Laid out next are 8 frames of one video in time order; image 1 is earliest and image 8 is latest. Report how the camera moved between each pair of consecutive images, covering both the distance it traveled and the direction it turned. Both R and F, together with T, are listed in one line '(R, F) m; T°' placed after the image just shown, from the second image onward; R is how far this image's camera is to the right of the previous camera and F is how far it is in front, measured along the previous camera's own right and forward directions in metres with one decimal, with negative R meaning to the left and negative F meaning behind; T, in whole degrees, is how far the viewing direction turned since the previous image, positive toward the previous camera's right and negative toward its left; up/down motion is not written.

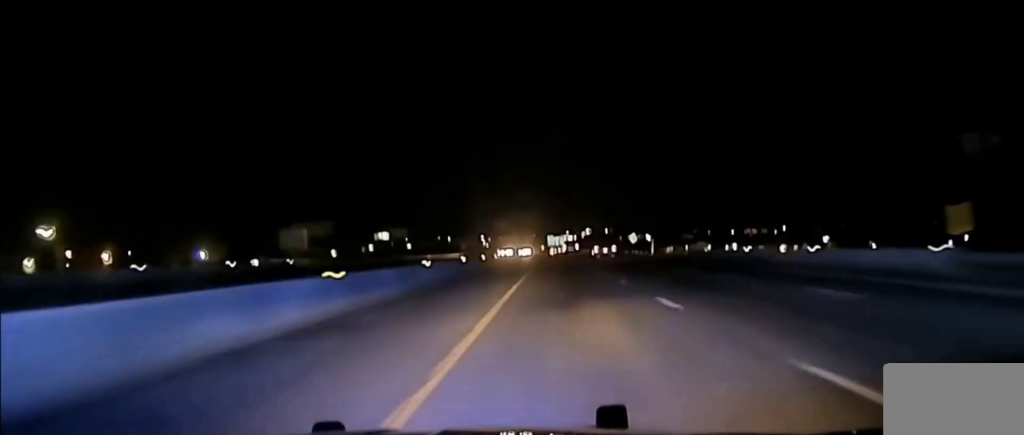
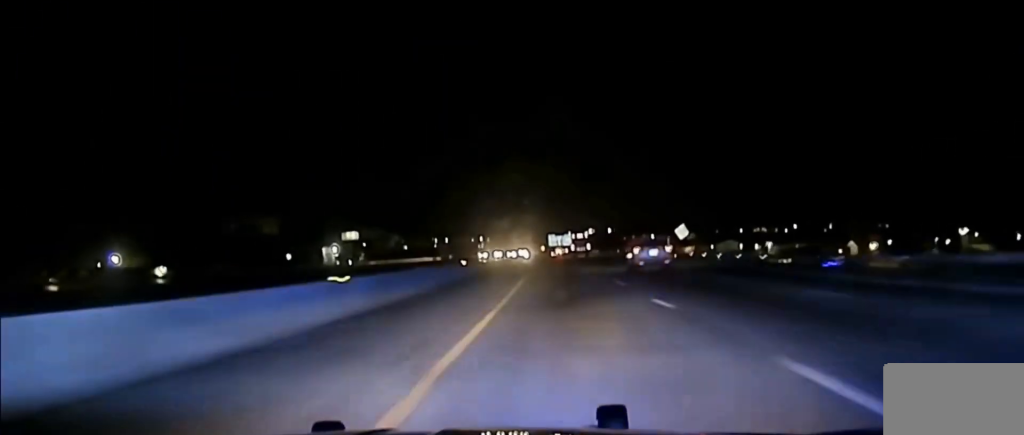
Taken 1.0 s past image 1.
(+0.1, +55.6) m; 0°
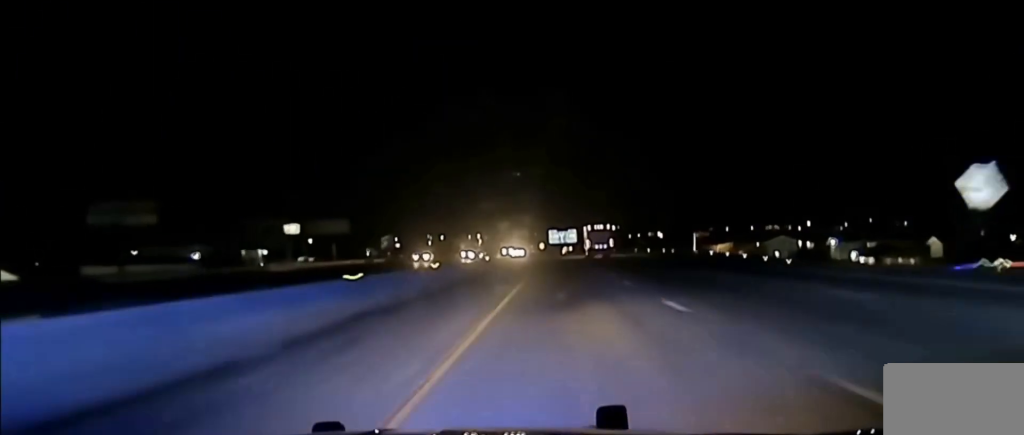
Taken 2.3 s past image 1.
(-0.3, +66.9) m; 0°
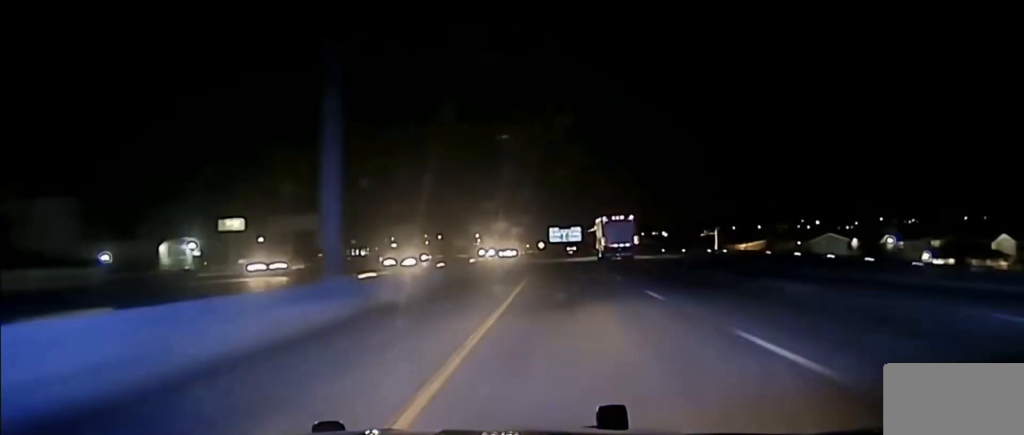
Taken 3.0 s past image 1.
(0.0, +41.6) m; 0°
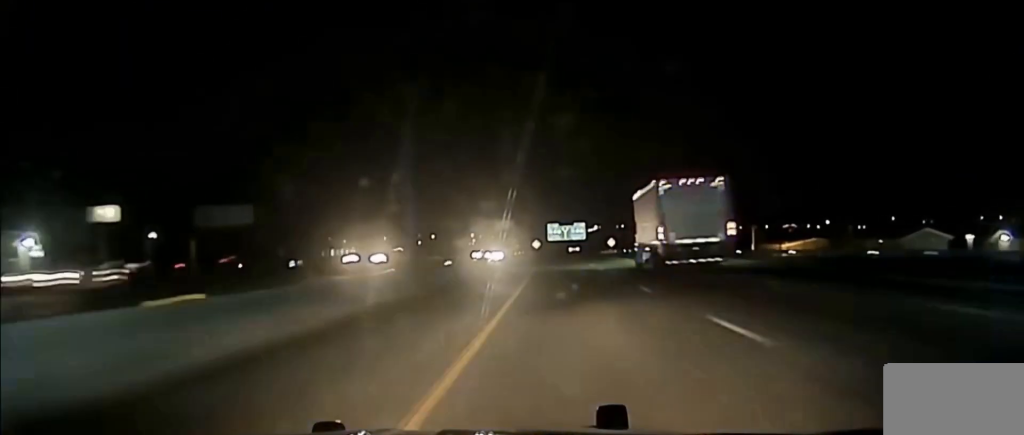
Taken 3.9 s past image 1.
(0.0, +54.6) m; 0°
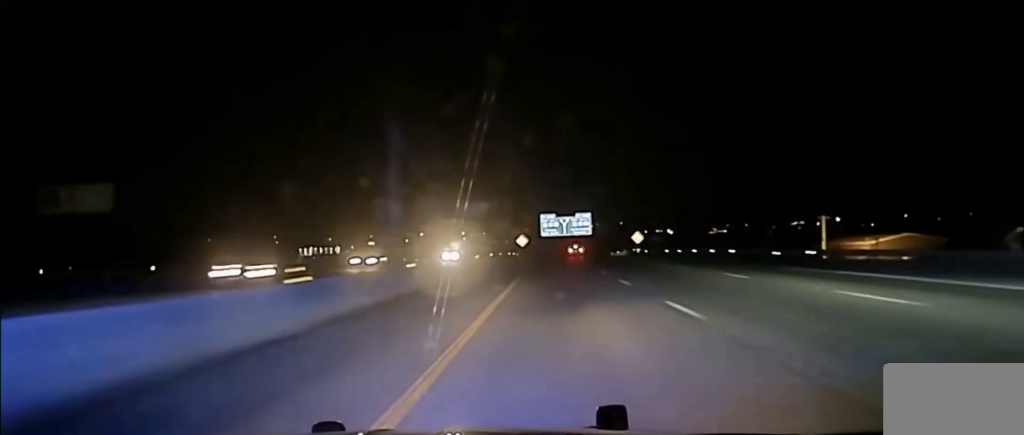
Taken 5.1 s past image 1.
(+0.1, +72.2) m; 0°
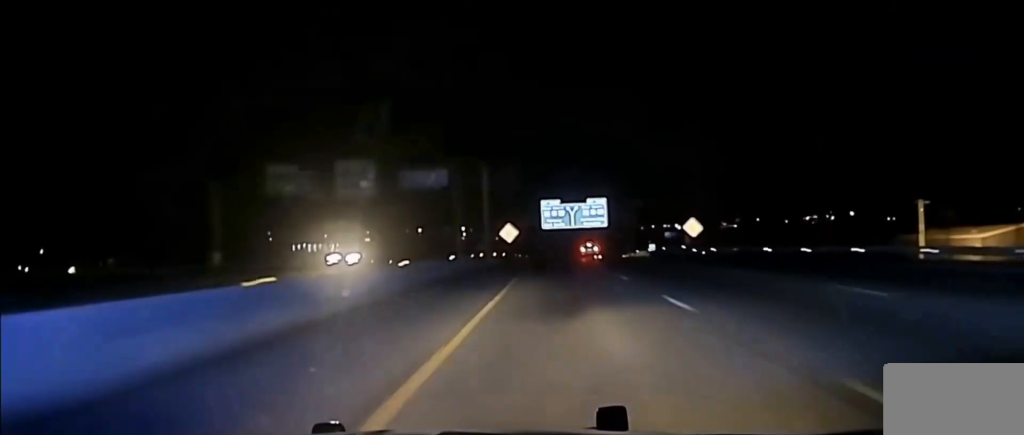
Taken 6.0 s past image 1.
(+0.1, +52.4) m; 0°
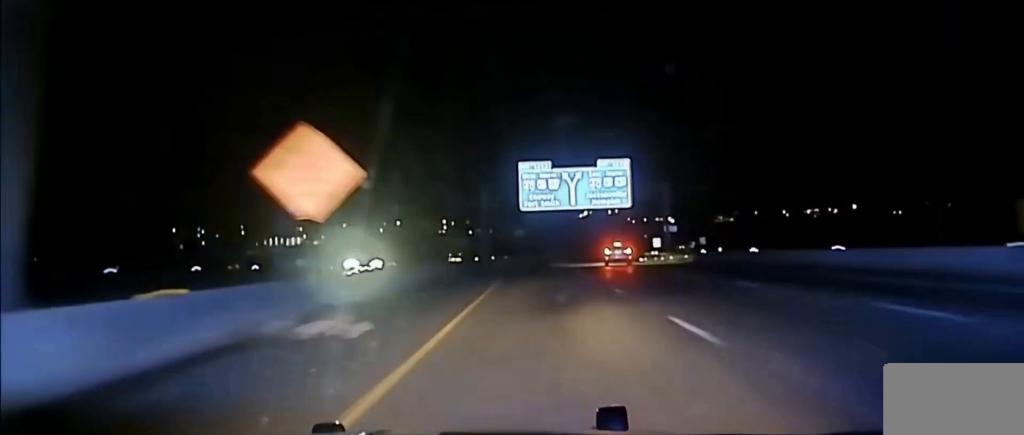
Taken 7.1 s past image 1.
(+0.3, +69.9) m; 0°
